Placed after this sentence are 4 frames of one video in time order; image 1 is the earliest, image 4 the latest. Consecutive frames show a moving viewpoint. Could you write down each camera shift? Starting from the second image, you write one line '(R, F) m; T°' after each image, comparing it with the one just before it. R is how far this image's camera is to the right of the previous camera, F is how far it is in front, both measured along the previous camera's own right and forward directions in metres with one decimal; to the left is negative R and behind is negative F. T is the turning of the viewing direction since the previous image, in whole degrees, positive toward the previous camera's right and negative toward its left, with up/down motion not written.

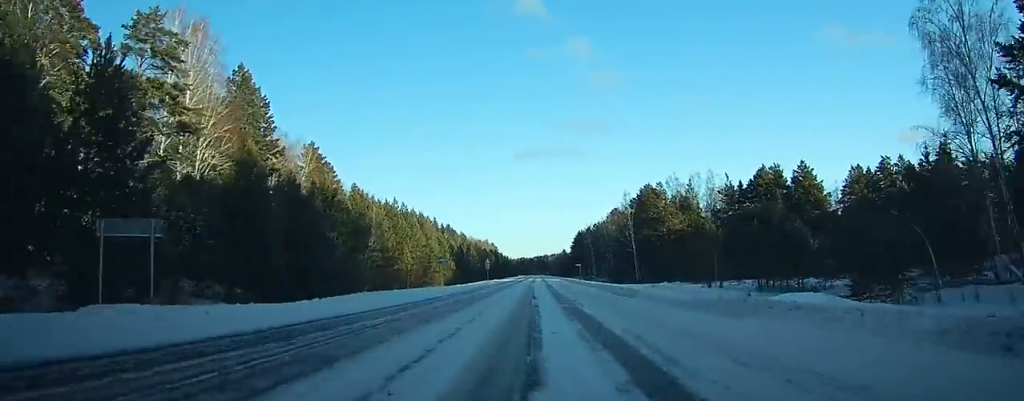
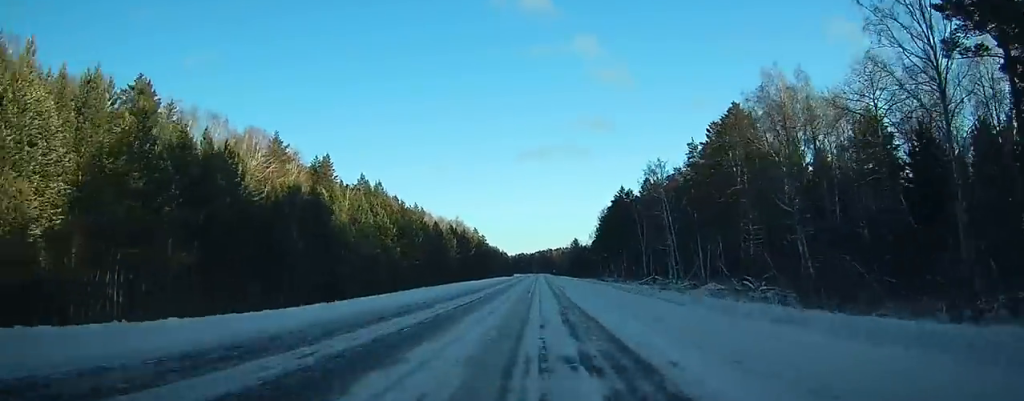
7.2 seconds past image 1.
(-0.5, +134.4) m; -1°
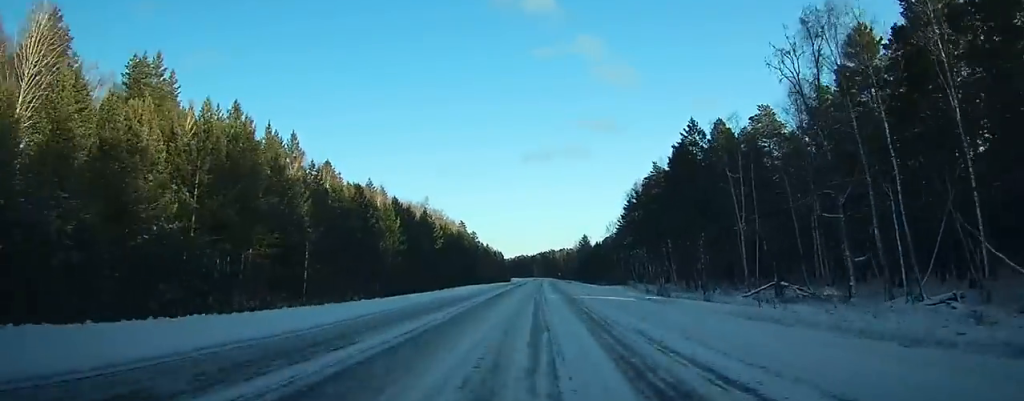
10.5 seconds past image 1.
(+0.5, +62.0) m; +1°
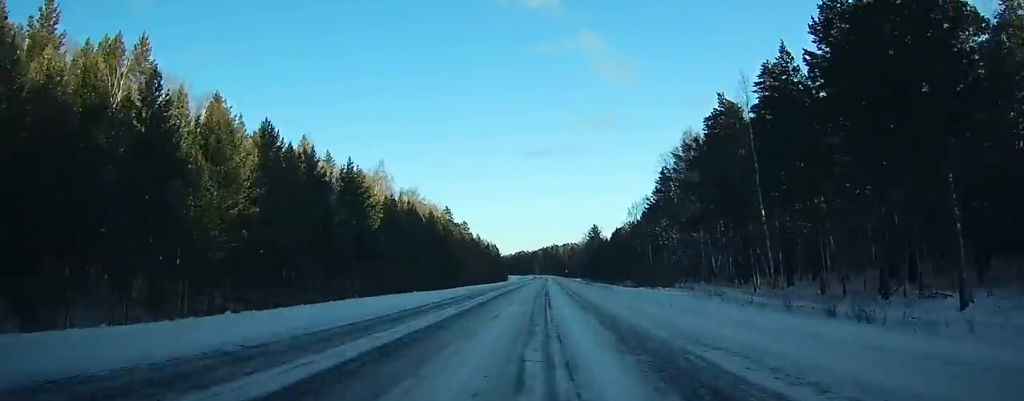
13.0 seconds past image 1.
(-0.2, +45.8) m; -1°
